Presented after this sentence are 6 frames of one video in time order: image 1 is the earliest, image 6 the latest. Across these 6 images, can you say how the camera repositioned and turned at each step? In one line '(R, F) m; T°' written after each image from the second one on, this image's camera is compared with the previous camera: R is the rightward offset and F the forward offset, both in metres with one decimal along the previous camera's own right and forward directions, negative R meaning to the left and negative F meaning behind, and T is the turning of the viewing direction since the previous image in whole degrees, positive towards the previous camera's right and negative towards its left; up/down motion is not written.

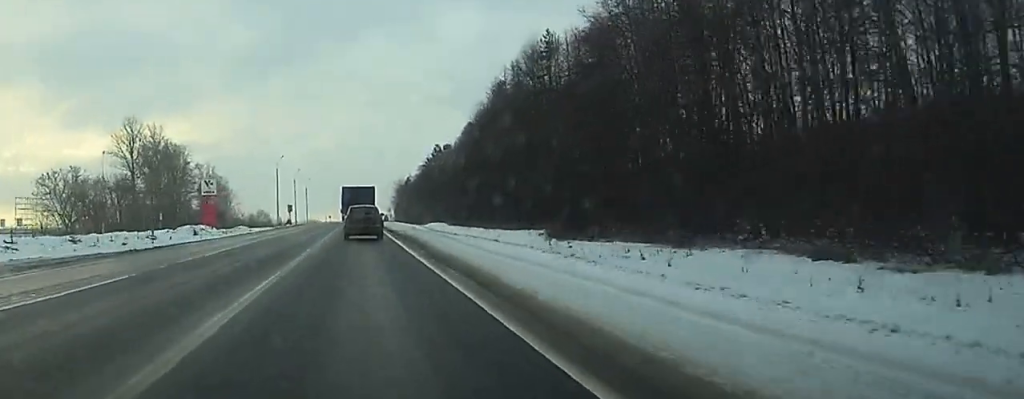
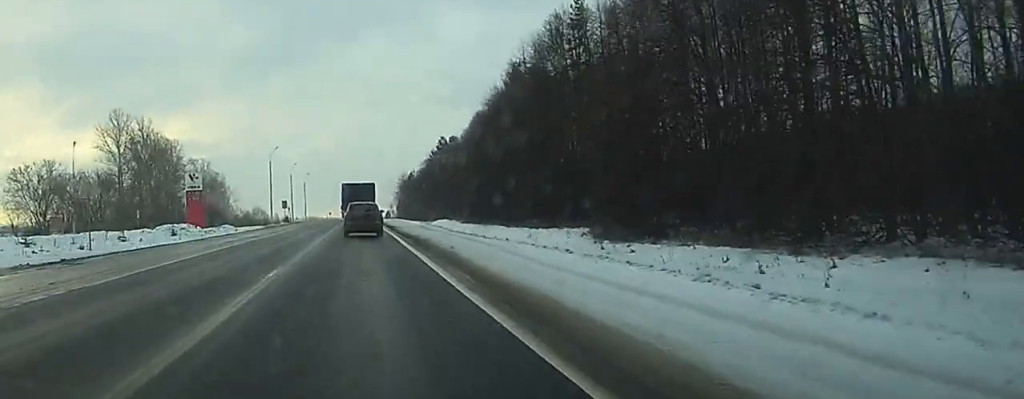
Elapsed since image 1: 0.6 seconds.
(0.0, +12.4) m; 0°
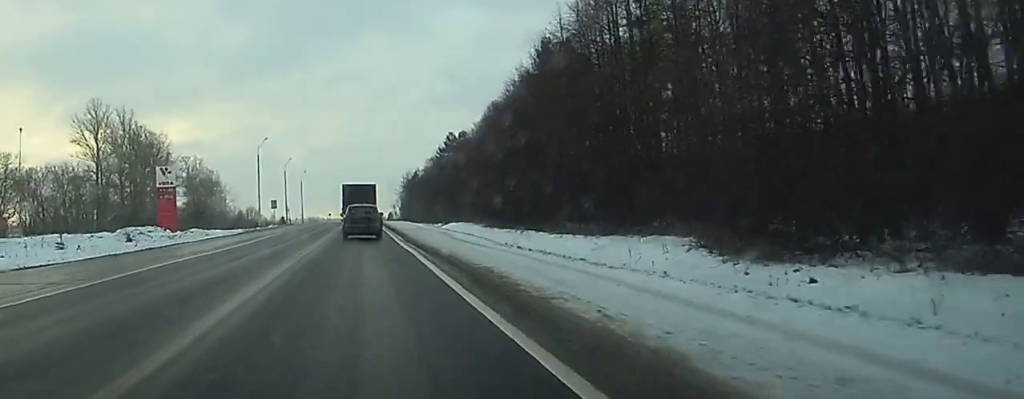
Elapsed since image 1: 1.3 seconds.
(0.0, +16.8) m; 0°
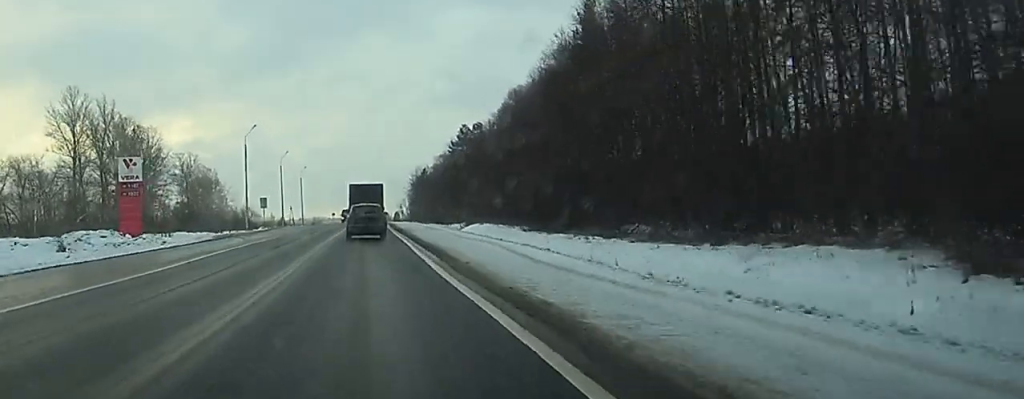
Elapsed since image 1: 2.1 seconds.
(+0.1, +16.8) m; 0°
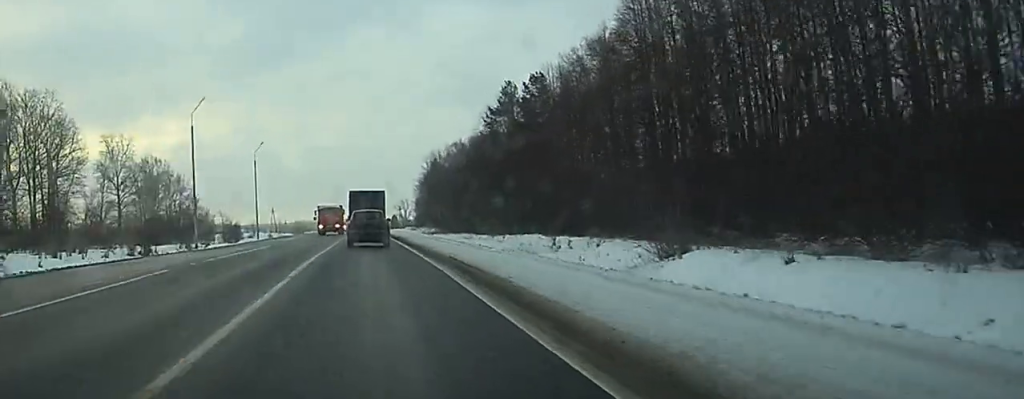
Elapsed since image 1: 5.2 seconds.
(-0.4, +66.7) m; 0°
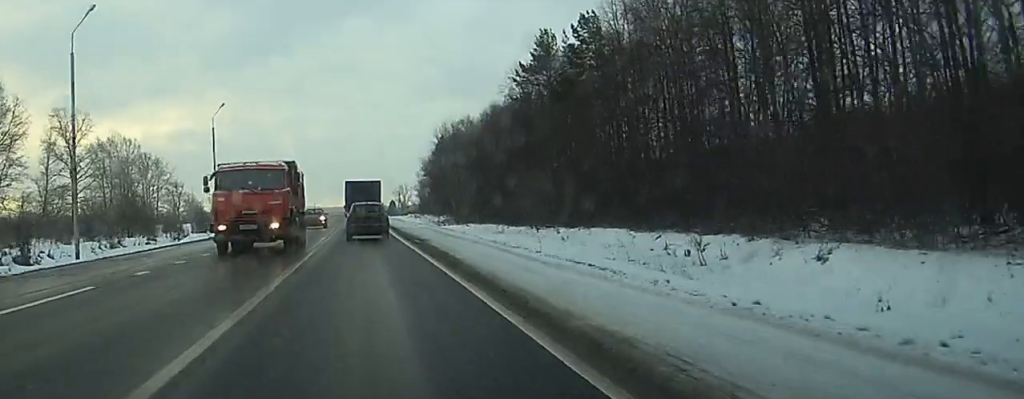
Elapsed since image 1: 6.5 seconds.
(+0.2, +28.1) m; 0°
